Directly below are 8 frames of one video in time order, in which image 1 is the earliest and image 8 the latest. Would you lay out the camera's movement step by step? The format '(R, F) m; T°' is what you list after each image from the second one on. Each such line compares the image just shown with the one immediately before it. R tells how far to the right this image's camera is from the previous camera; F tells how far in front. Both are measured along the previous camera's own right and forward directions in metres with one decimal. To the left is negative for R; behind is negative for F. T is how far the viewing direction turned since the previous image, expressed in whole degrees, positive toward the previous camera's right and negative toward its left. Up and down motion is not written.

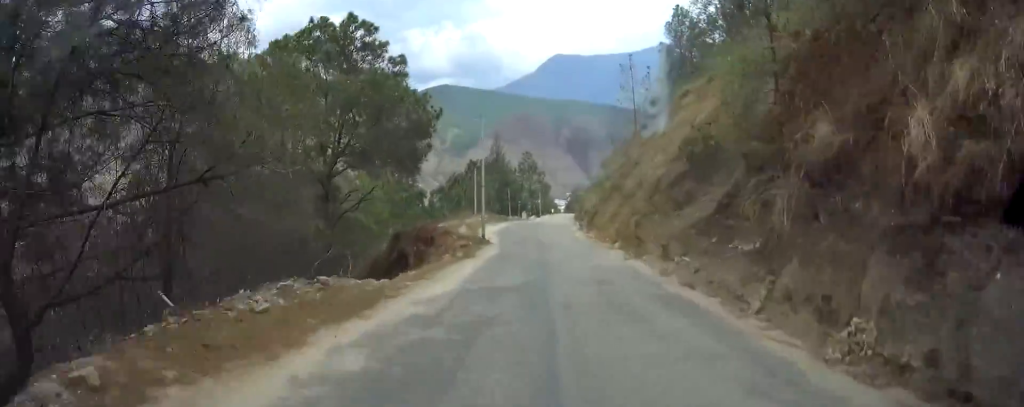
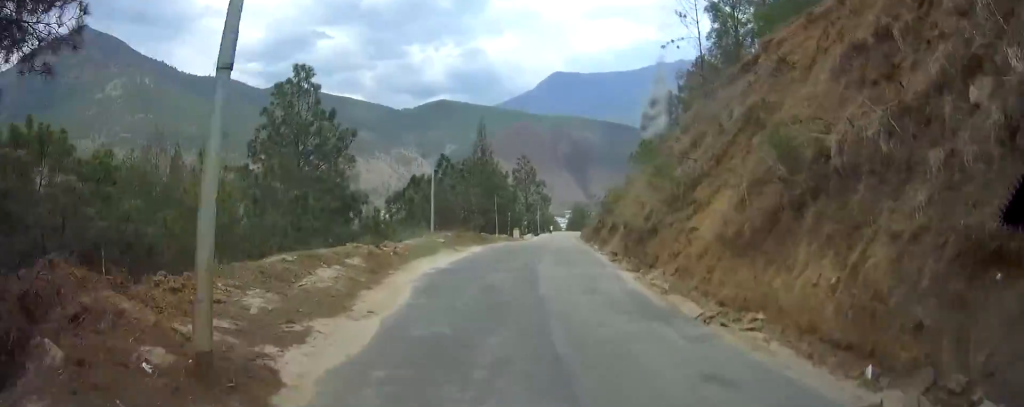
(0.0, +25.9) m; 0°
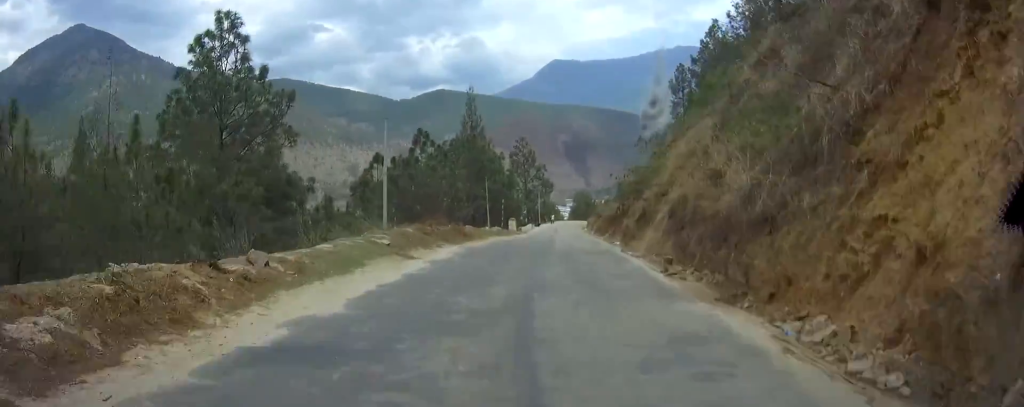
(0.0, +12.3) m; 0°
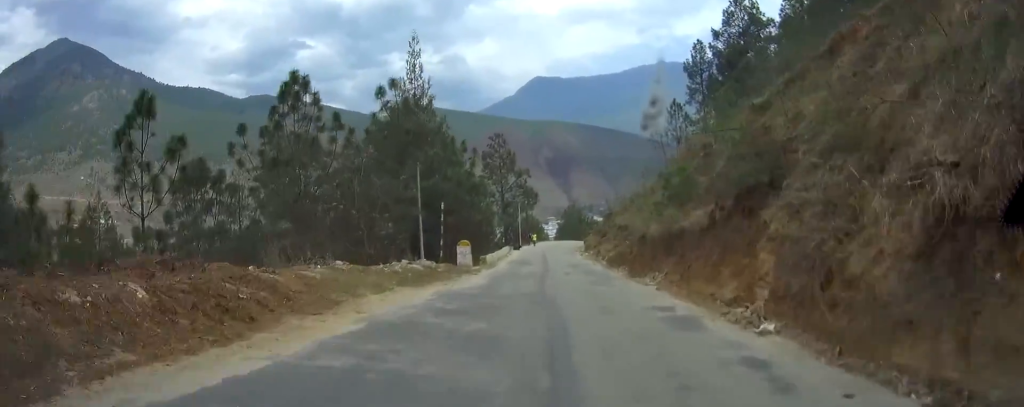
(0.0, +25.3) m; 0°
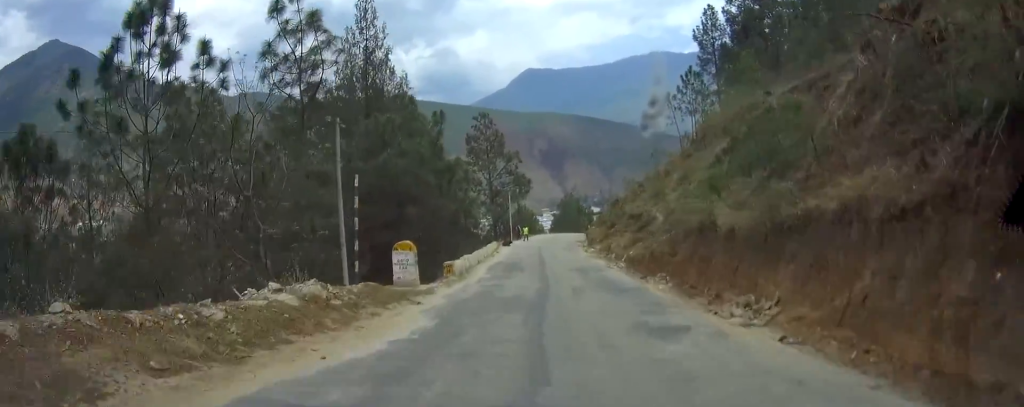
(+0.1, +11.0) m; -1°
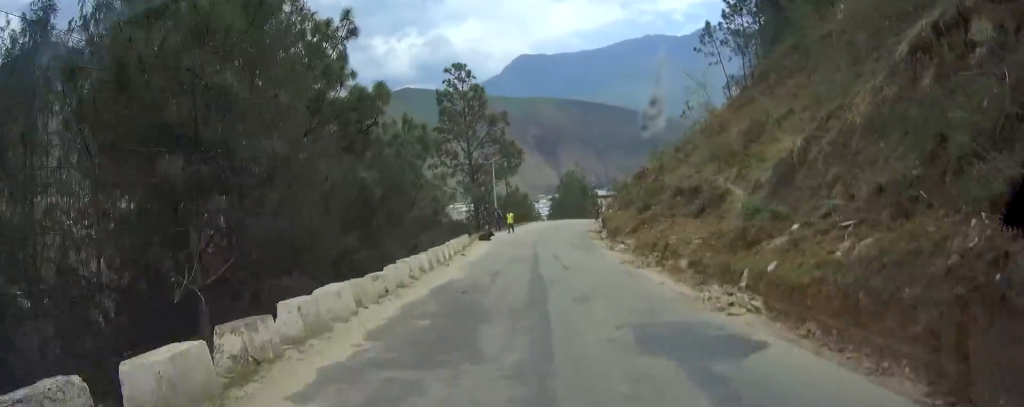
(-1.1, +18.5) m; -11°
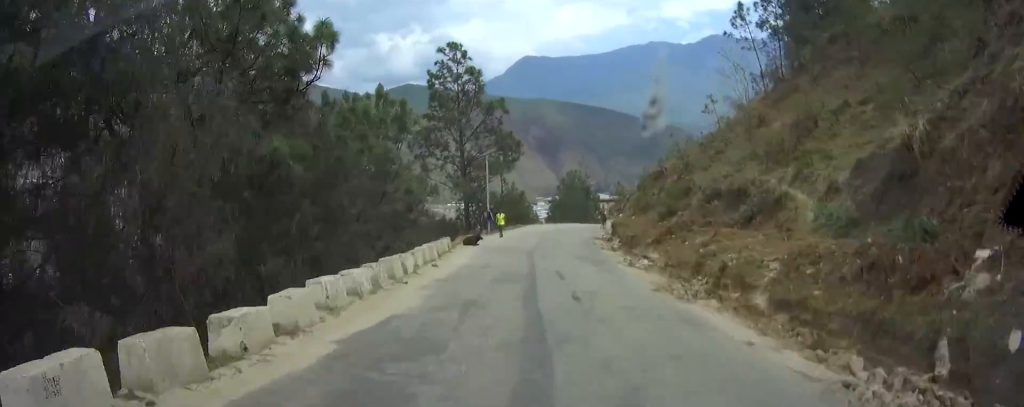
(-0.9, +6.9) m; -4°
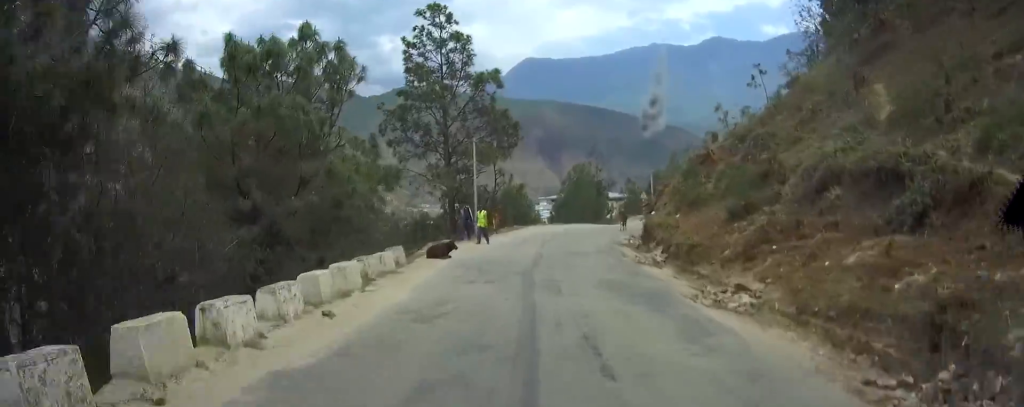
(-0.6, +10.9) m; -3°
